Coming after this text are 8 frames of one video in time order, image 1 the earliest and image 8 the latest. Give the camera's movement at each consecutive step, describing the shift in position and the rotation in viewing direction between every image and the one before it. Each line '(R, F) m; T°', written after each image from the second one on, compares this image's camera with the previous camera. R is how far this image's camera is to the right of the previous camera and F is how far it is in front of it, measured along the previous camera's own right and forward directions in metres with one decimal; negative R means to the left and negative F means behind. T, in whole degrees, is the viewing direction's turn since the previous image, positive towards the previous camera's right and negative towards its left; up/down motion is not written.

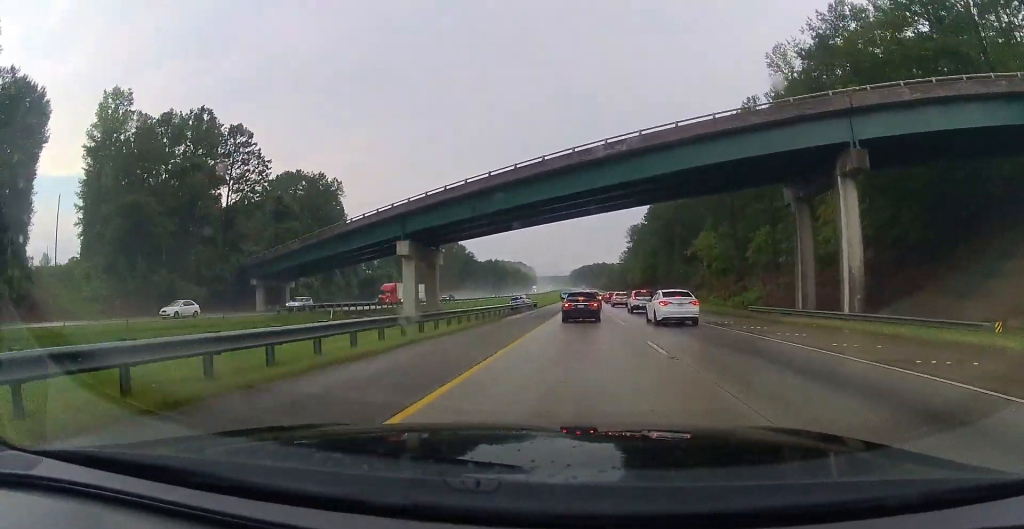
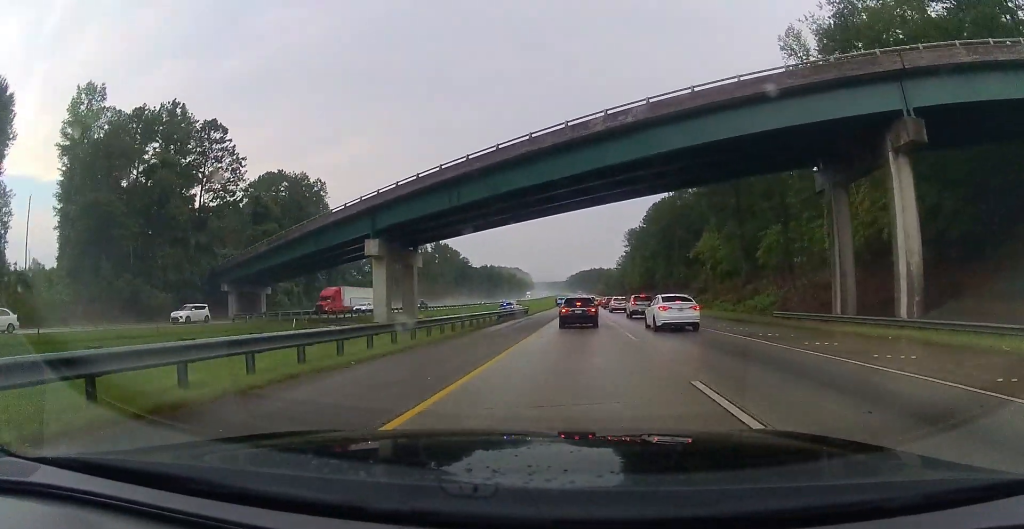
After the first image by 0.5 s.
(0.0, +6.4) m; 0°
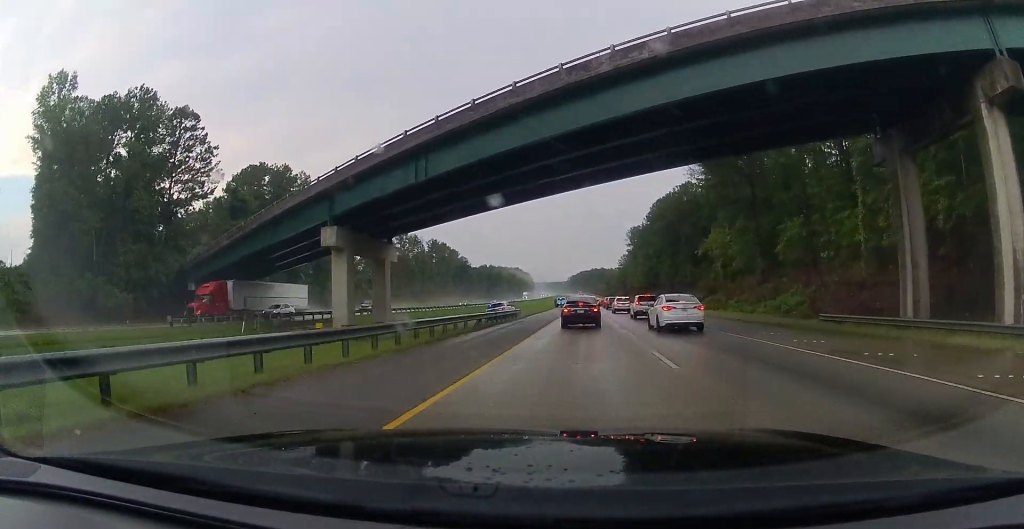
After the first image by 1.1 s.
(-0.1, +7.6) m; +1°
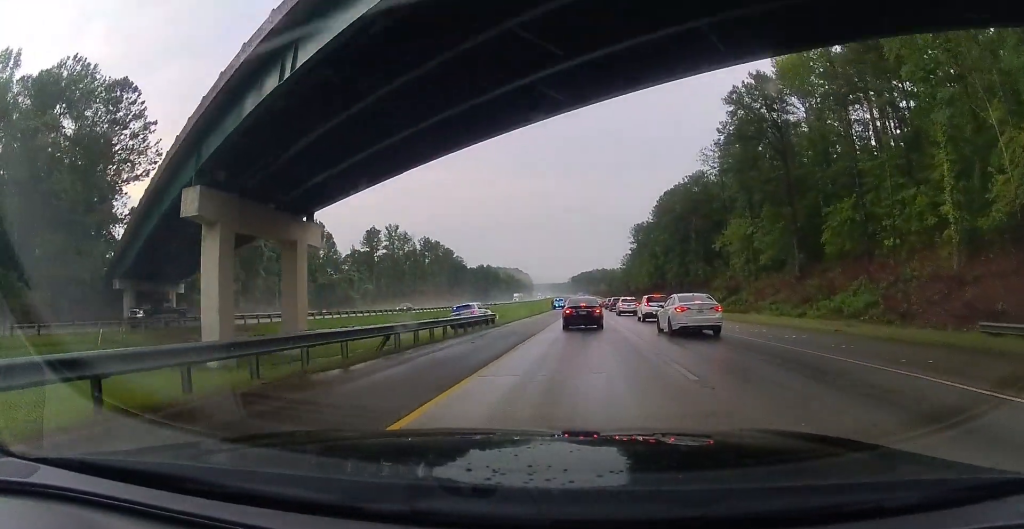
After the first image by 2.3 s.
(+0.3, +13.5) m; +2°
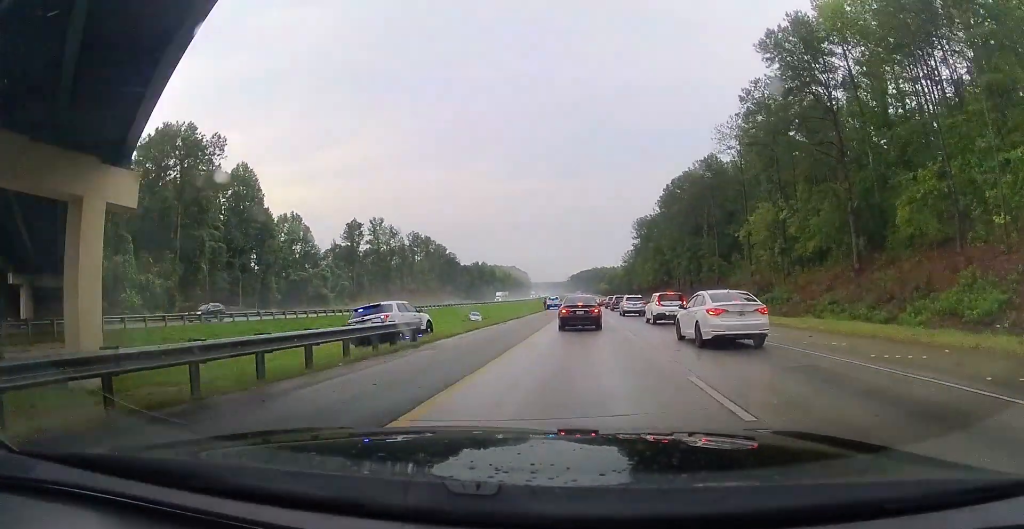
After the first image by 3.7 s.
(-0.1, +14.2) m; -1°
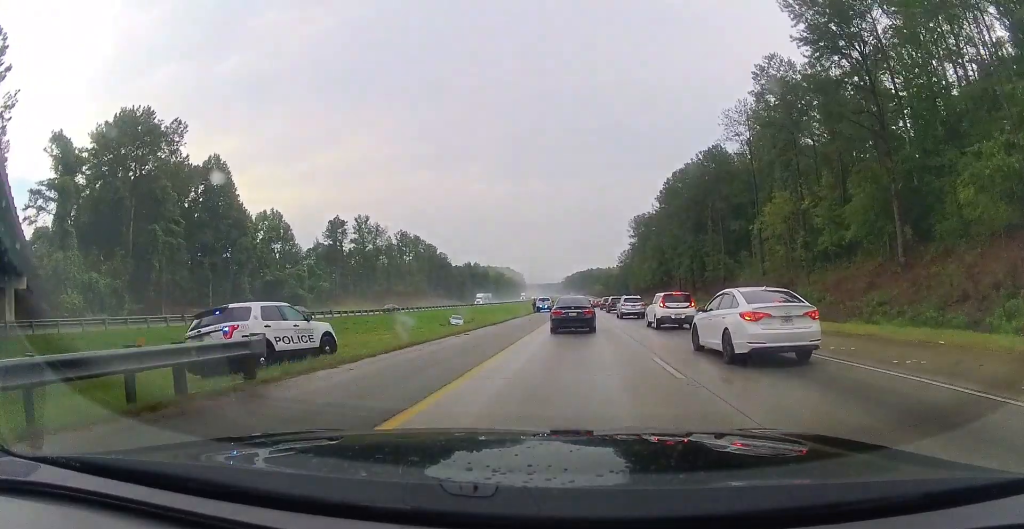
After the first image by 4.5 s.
(-0.1, +8.4) m; +1°
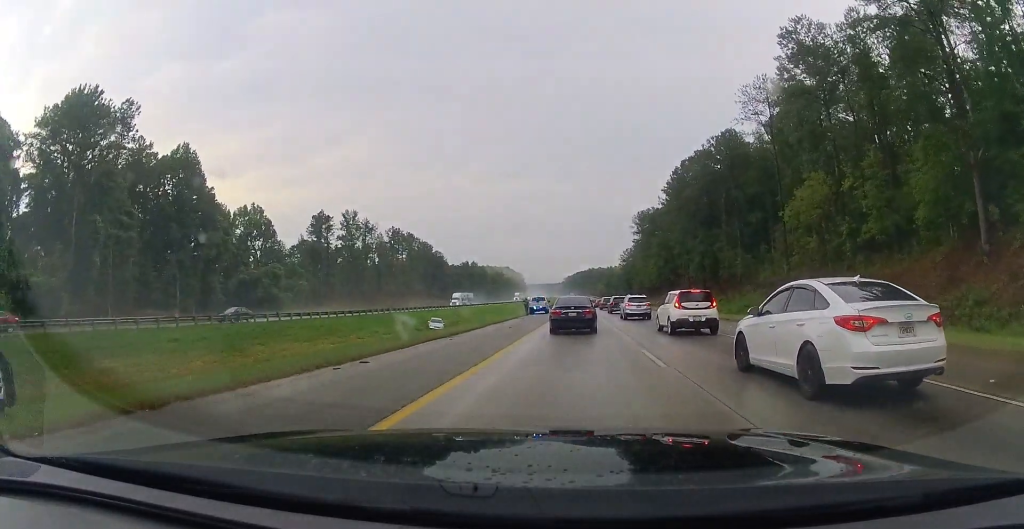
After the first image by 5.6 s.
(+0.3, +10.4) m; -1°
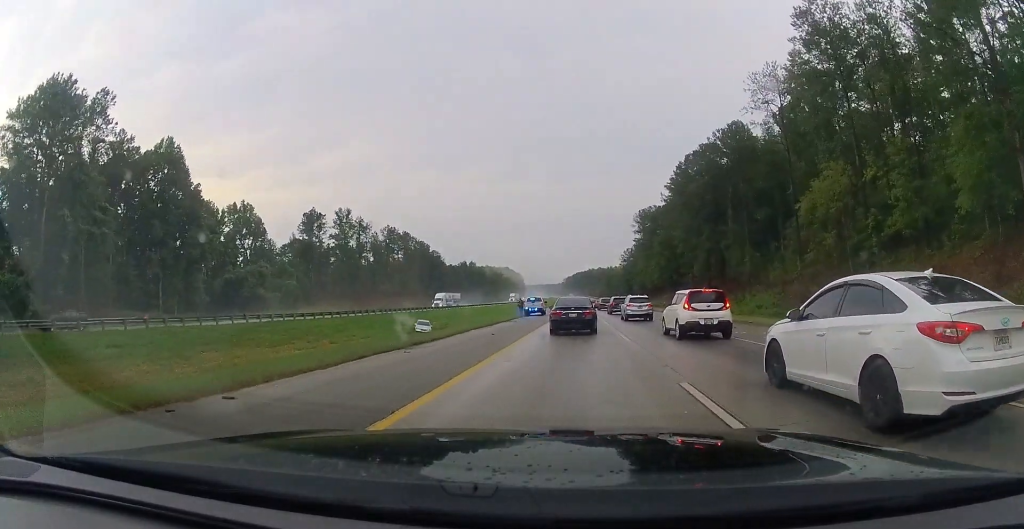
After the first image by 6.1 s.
(-0.3, +5.0) m; -2°
